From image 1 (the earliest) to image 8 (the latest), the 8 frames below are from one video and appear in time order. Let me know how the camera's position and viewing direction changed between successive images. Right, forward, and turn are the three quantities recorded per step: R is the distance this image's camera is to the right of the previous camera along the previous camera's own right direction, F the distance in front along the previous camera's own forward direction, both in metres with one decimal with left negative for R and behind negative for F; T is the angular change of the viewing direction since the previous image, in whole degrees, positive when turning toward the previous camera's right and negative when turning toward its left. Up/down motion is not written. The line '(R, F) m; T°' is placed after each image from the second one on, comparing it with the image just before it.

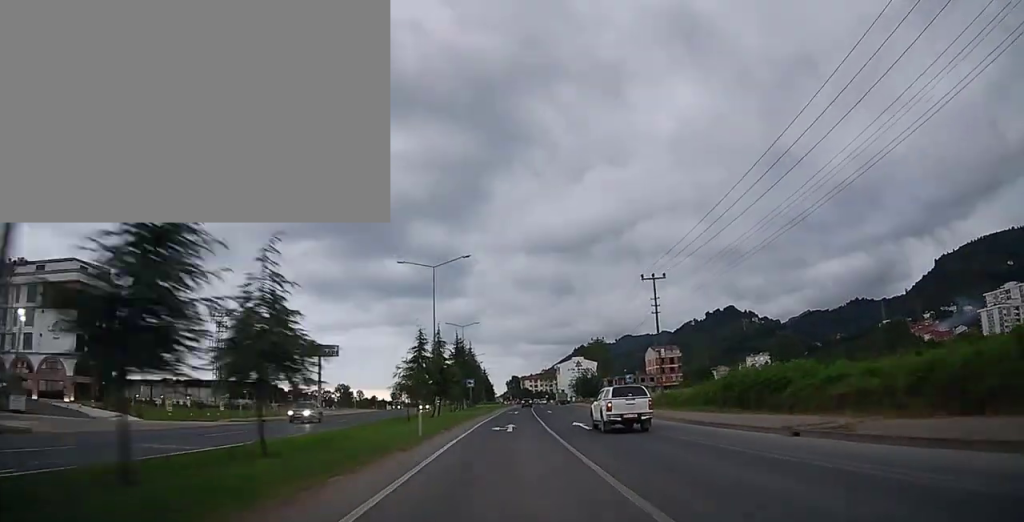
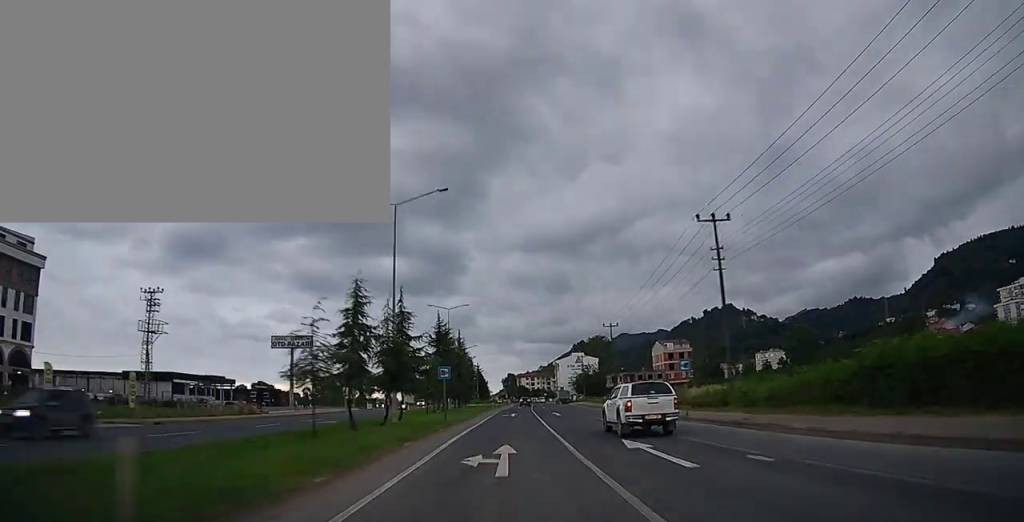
(0.0, +14.1) m; 0°
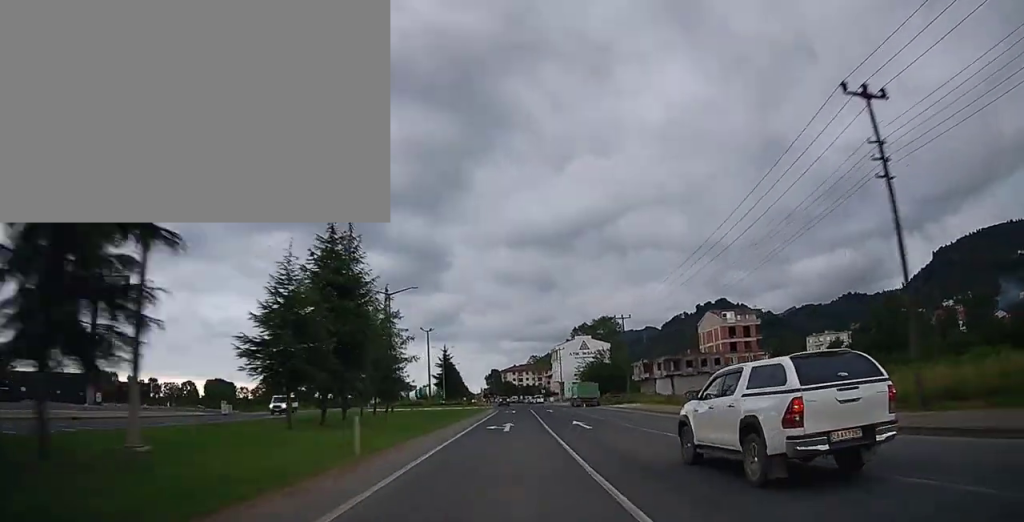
(+0.9, +59.2) m; +1°
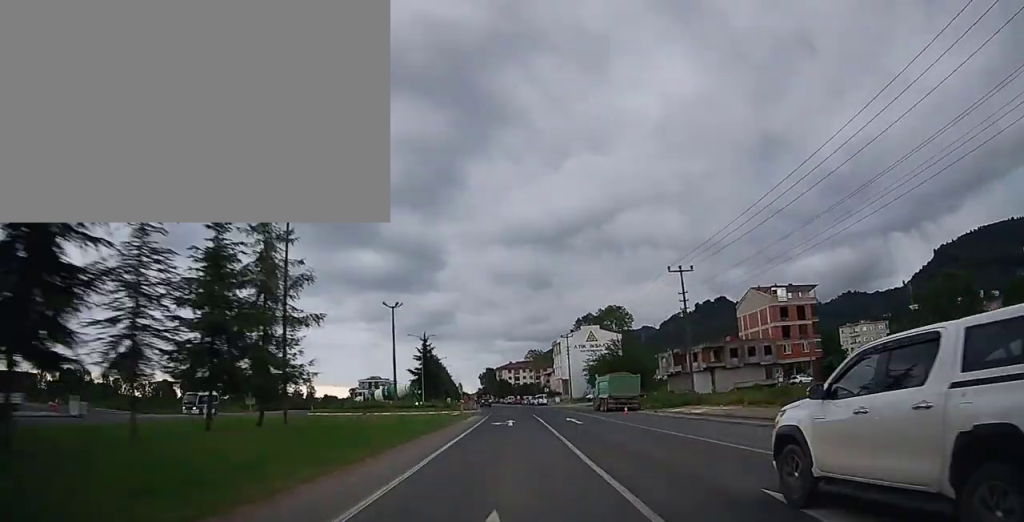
(0.0, +24.7) m; 0°
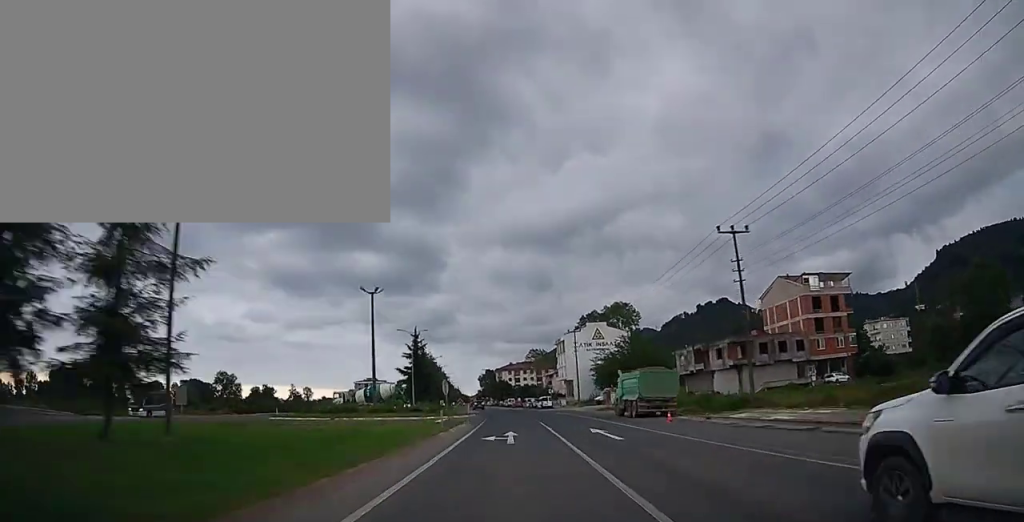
(-0.1, +10.5) m; 0°
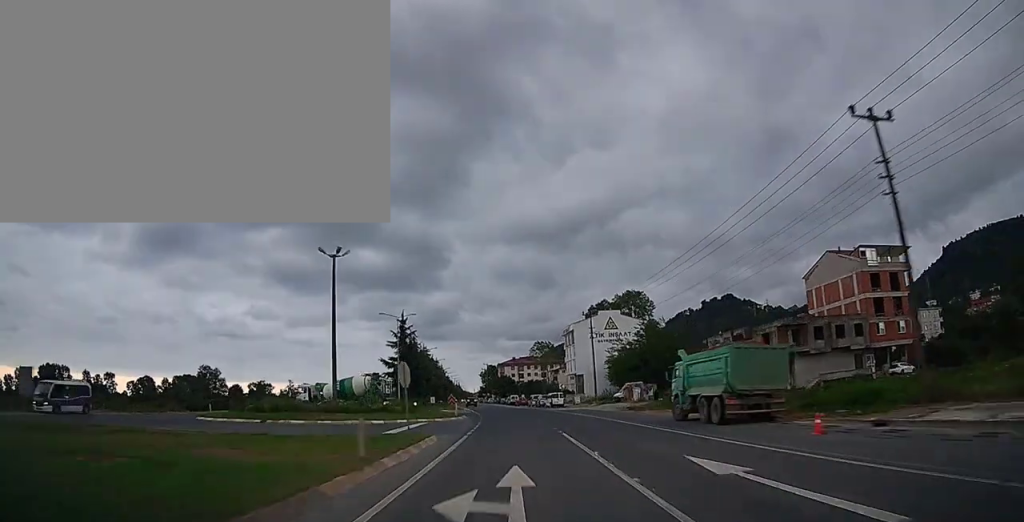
(+0.1, +13.0) m; 0°
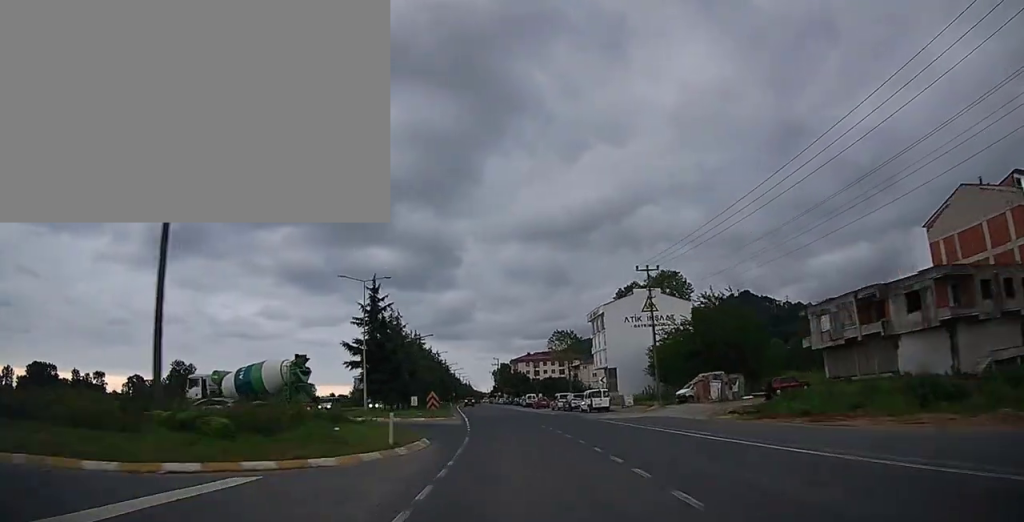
(+0.1, +24.2) m; -1°
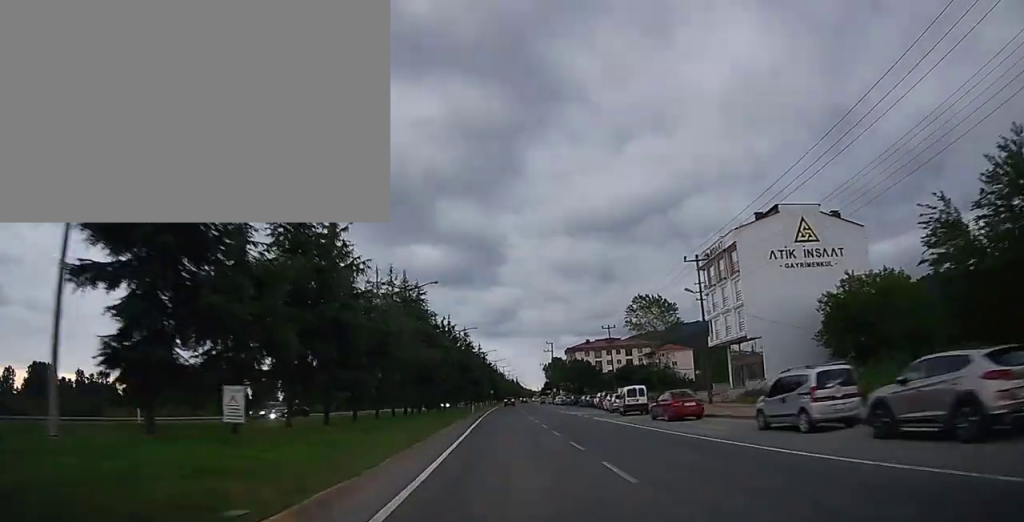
(-1.2, +42.1) m; -5°
